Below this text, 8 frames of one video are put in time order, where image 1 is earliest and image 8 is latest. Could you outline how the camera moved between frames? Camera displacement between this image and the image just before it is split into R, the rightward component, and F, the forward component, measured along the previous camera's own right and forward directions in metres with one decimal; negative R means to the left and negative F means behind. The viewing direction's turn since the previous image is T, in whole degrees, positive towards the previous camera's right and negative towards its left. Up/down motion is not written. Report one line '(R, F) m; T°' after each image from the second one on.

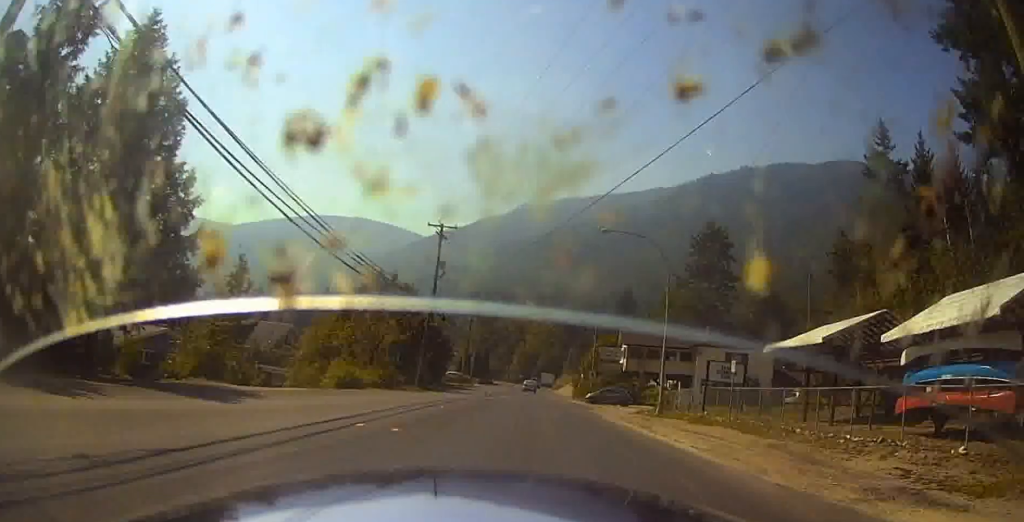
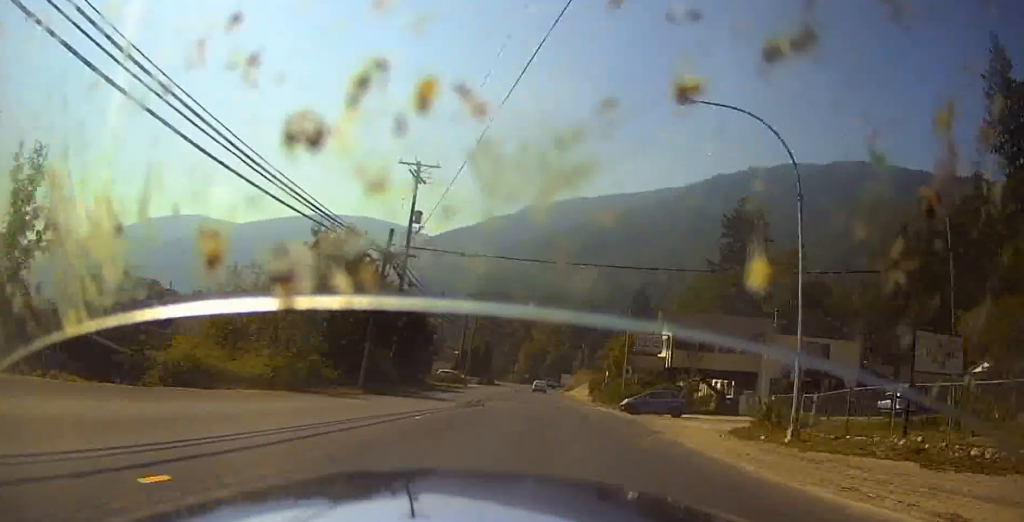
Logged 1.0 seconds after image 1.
(+0.8, +17.7) m; +1°
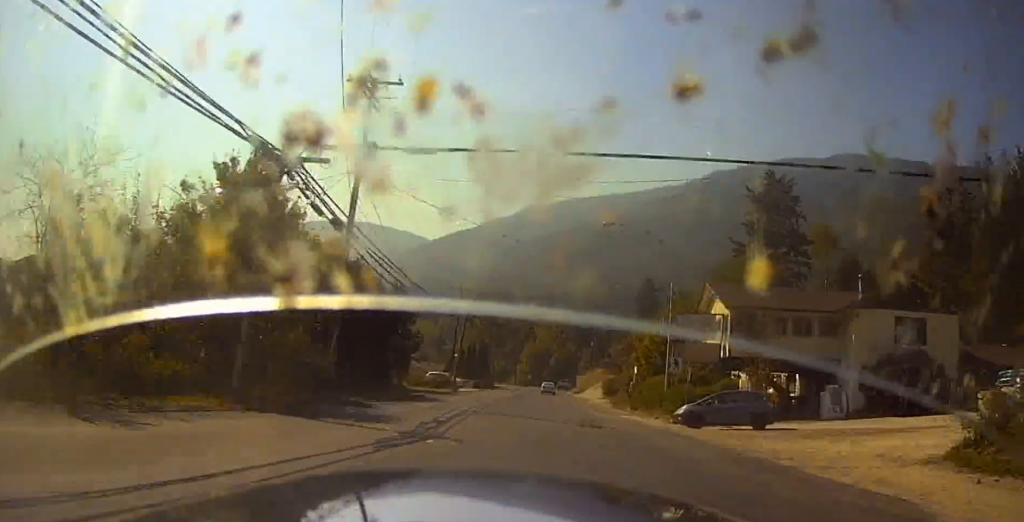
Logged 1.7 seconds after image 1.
(-0.3, +13.6) m; -2°
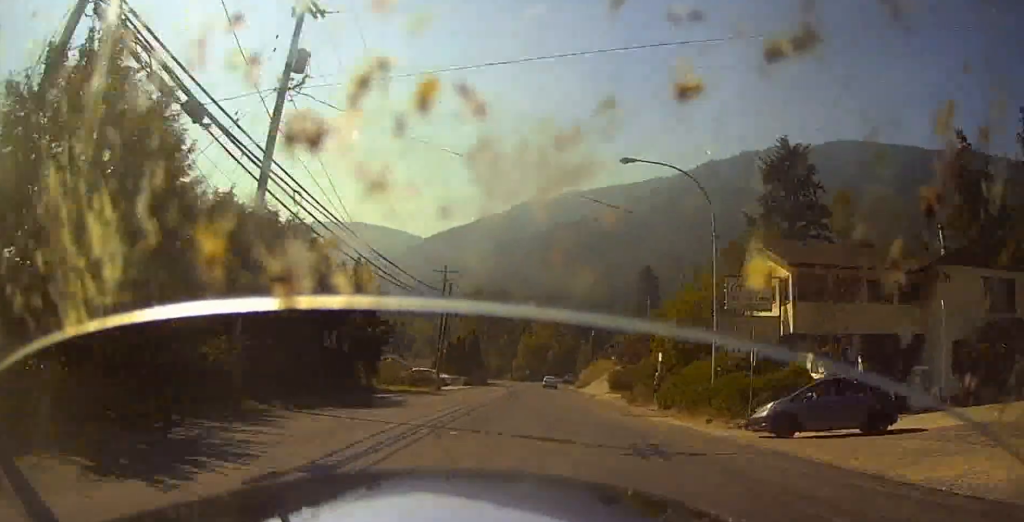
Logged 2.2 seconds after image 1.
(-0.2, +9.4) m; 0°
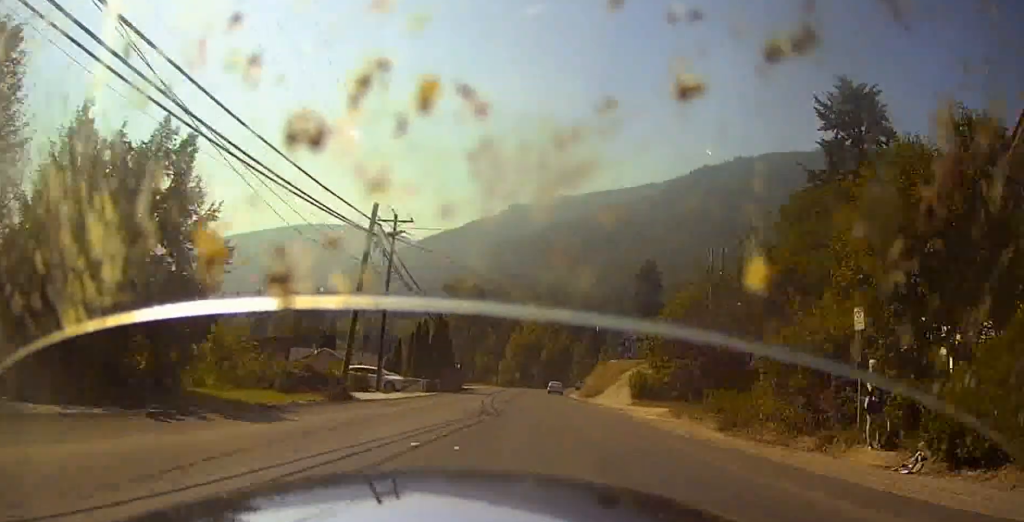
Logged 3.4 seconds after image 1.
(+0.4, +22.5) m; +6°
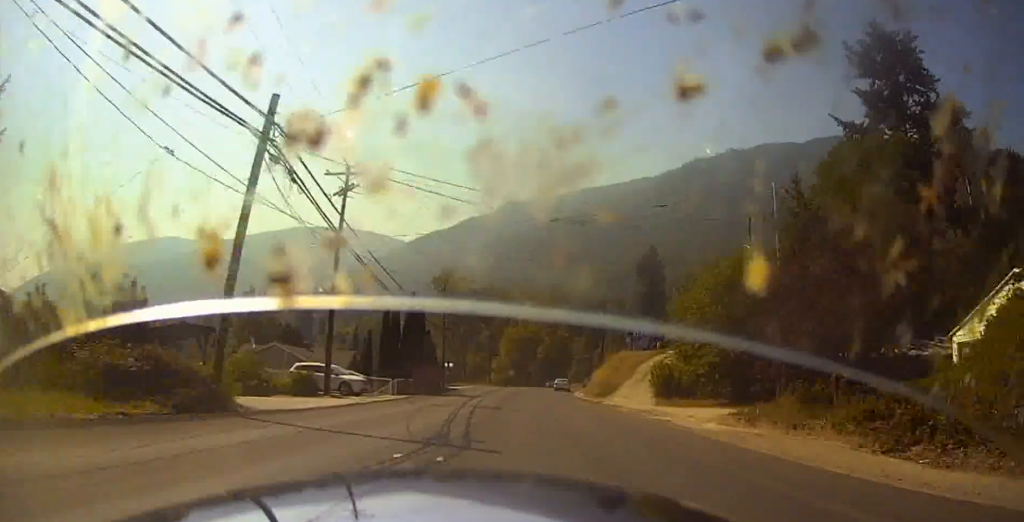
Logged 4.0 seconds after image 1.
(+0.2, +10.6) m; +4°
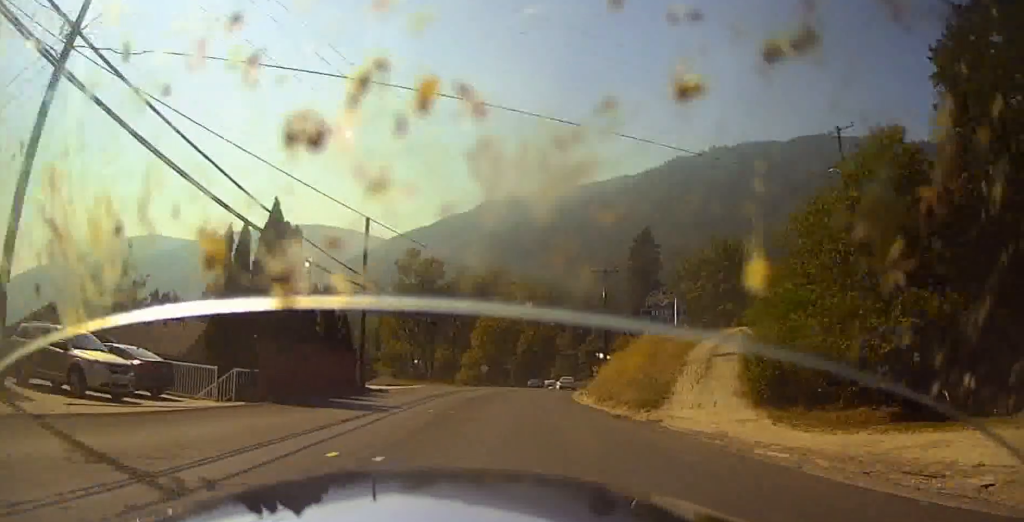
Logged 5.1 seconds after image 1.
(+1.4, +21.1) m; +3°
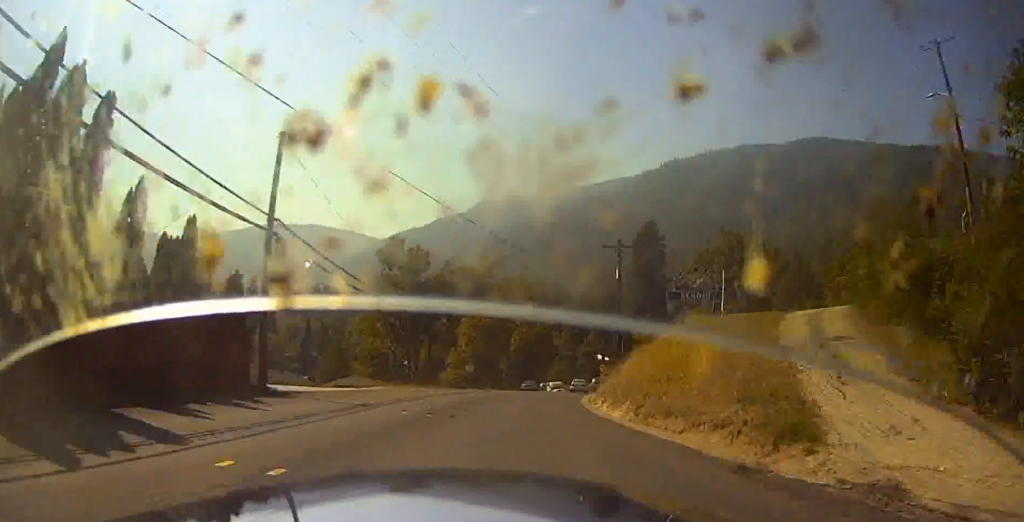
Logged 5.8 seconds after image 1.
(-0.2, +11.8) m; -1°
